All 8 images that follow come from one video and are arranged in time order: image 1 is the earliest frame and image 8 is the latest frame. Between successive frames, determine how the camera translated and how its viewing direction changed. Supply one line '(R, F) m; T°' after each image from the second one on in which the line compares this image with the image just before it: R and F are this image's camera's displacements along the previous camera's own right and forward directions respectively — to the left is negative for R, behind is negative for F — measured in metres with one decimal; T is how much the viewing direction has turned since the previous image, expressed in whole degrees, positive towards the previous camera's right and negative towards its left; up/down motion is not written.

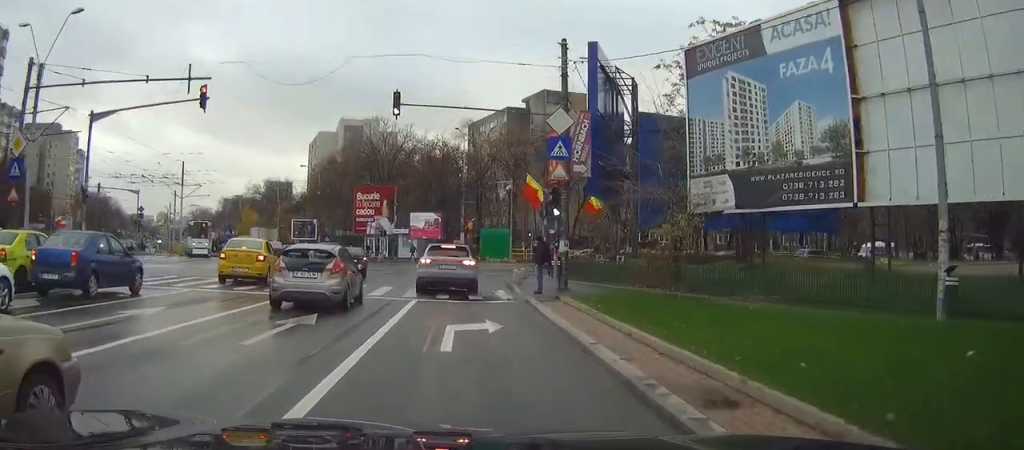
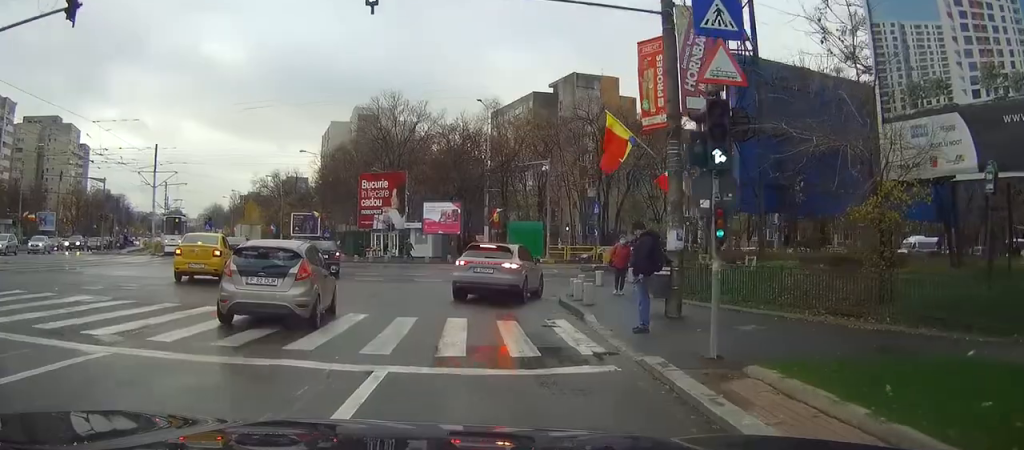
(-0.2, +12.0) m; -2°
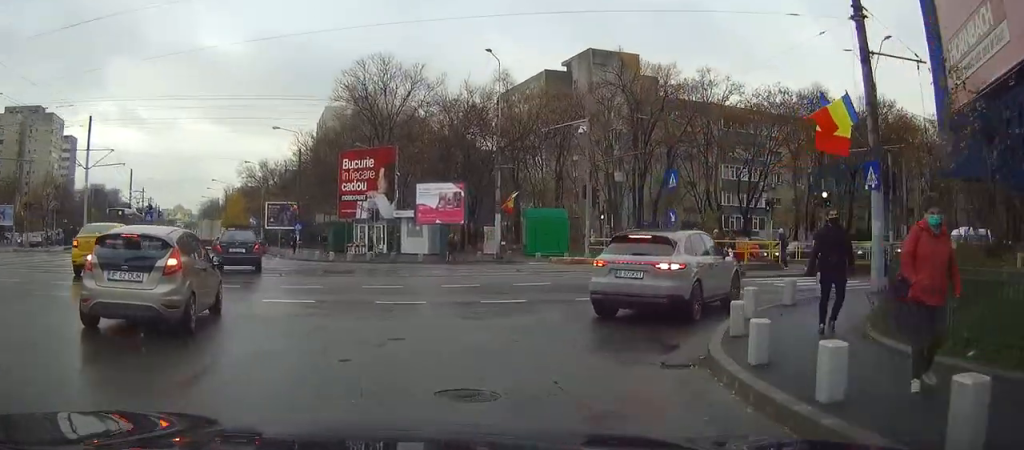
(-0.1, +14.4) m; -2°
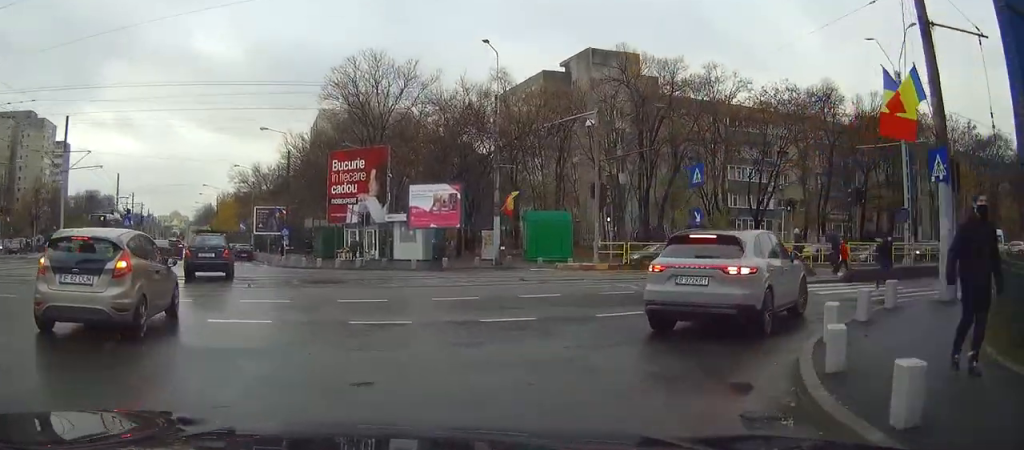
(-0.1, +3.3) m; 0°
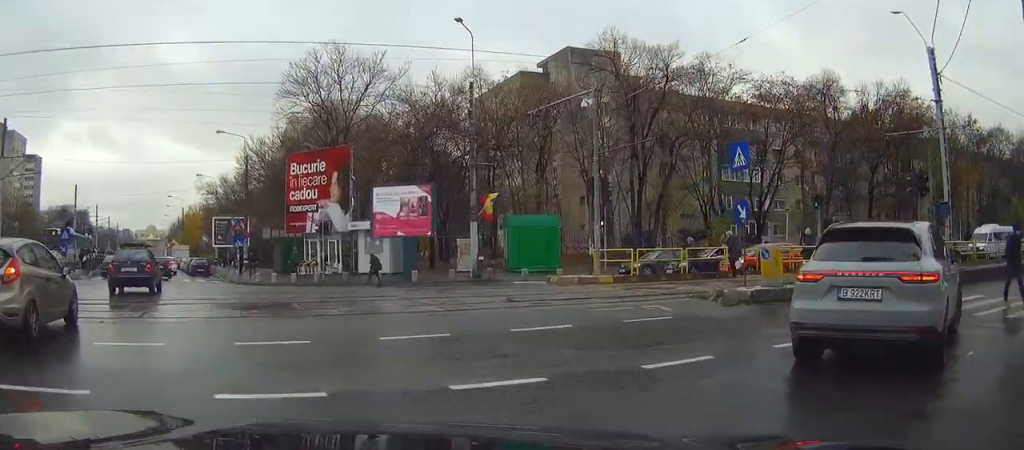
(0.0, +6.6) m; +3°
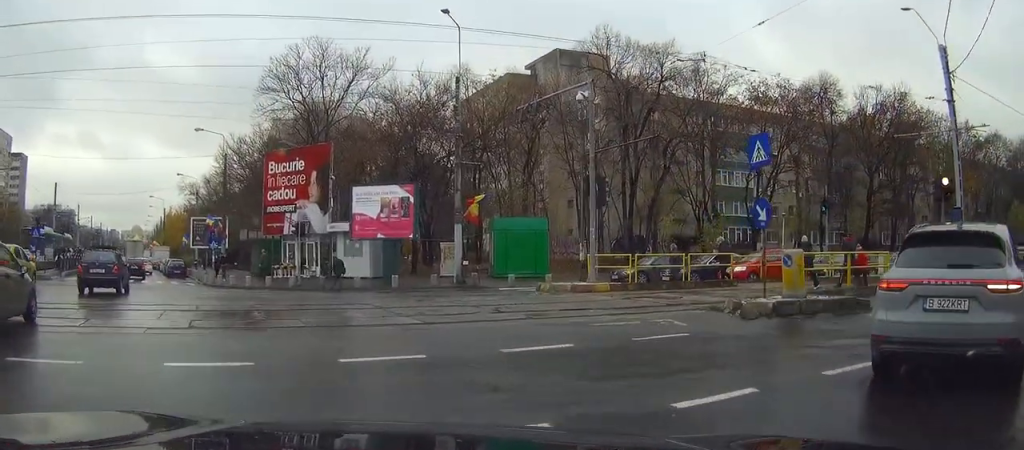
(-0.1, +2.4) m; +4°
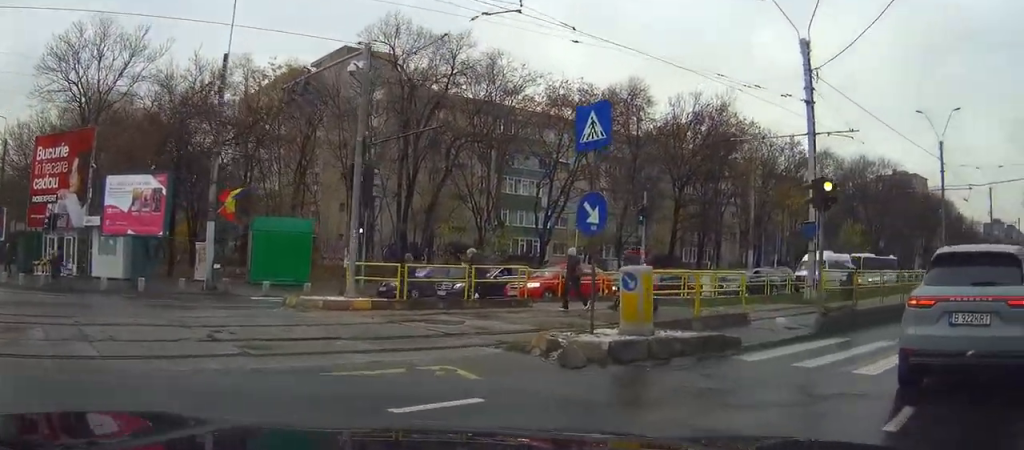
(+0.7, +4.7) m; +11°
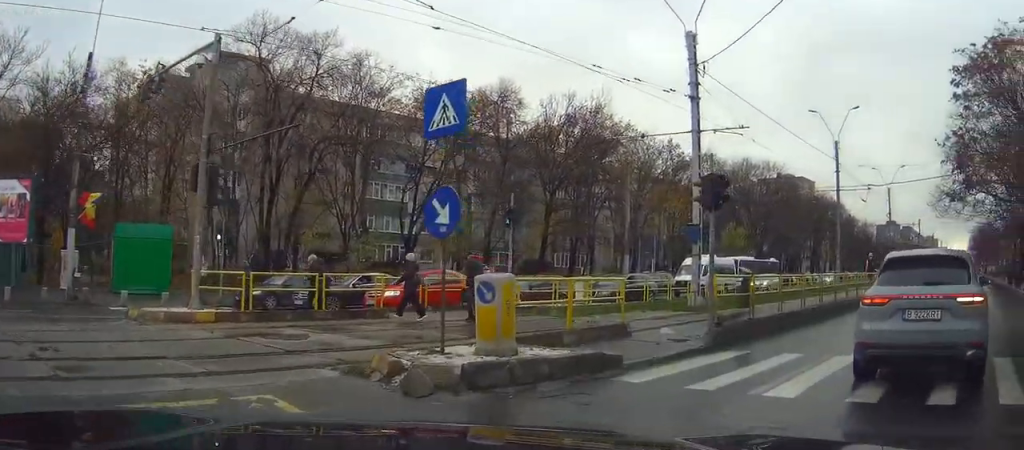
(0.0, +1.6) m; +10°
